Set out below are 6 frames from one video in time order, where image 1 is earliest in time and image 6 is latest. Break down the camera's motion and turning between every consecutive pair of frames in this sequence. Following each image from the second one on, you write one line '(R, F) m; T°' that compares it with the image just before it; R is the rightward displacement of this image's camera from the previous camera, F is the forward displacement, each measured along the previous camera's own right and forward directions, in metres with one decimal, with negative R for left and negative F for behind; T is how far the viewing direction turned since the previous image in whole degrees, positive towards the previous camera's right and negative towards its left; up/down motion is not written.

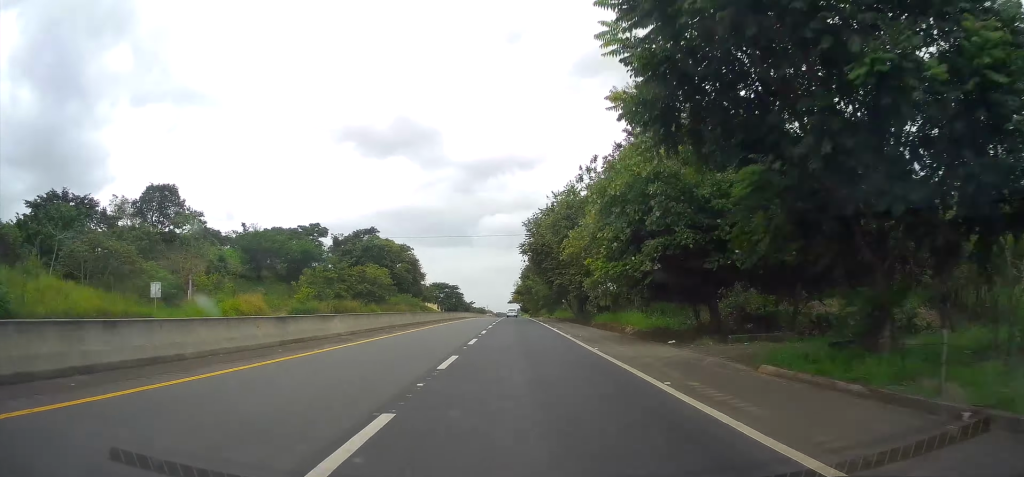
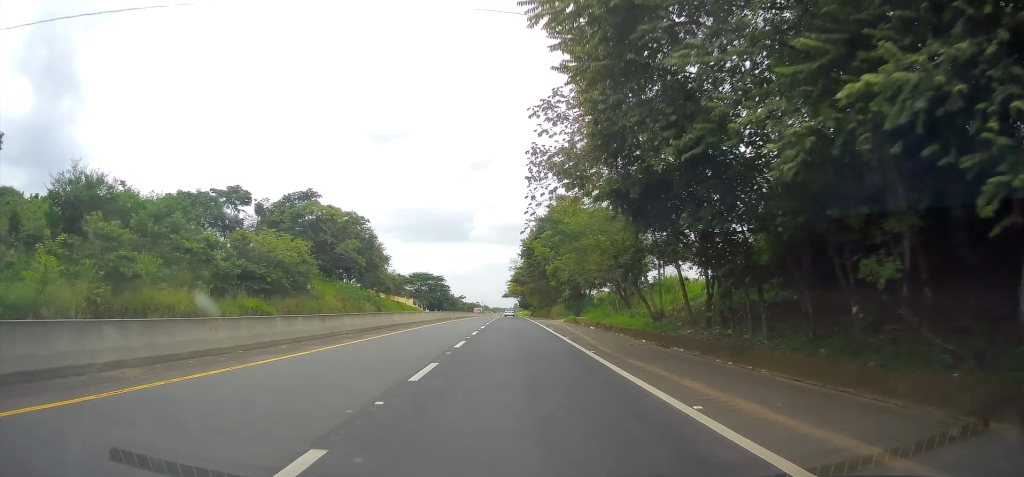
(0.0, +42.0) m; 0°
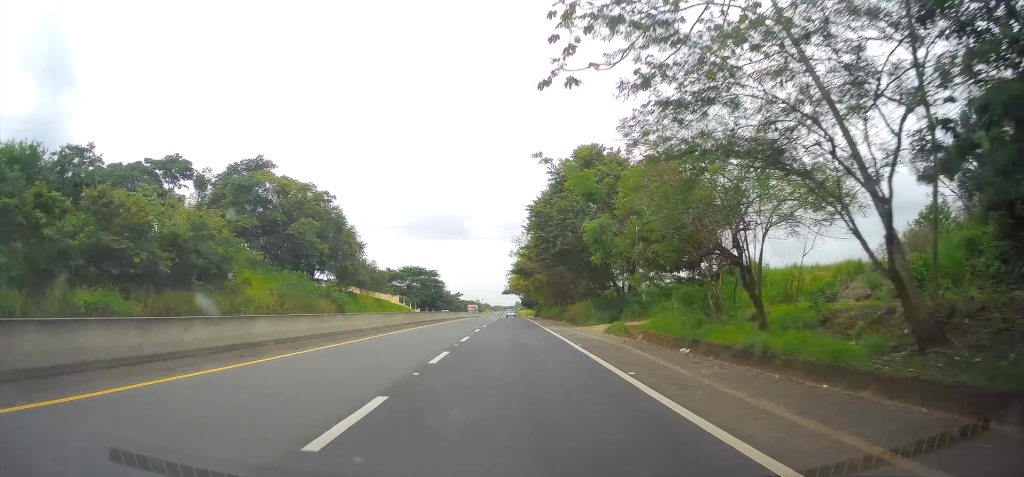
(0.0, +21.0) m; 0°
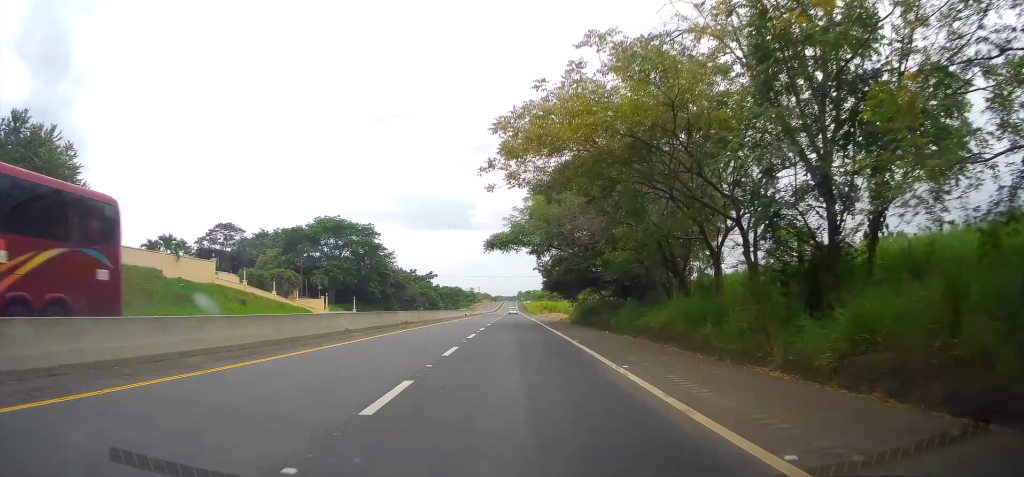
(-0.7, +87.4) m; -1°
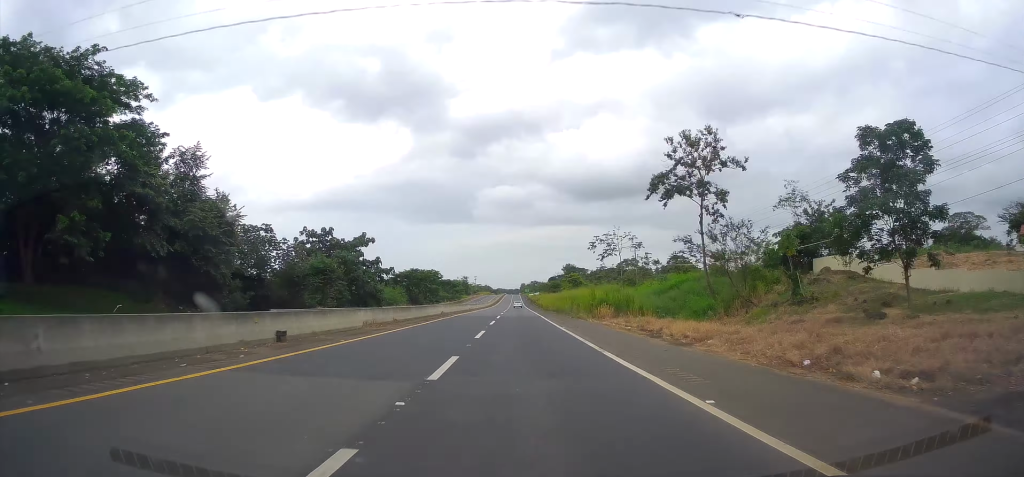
(-0.1, +69.4) m; +1°
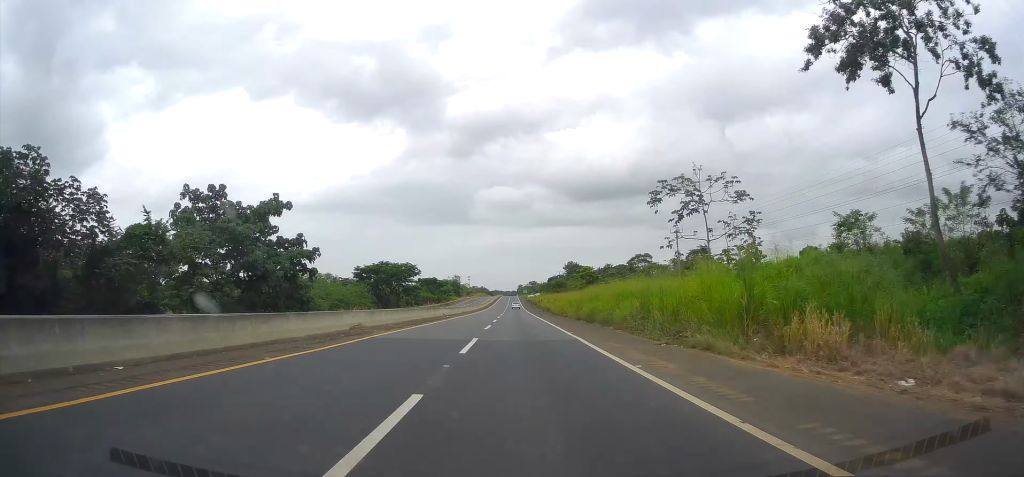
(+0.4, +29.8) m; +1°
